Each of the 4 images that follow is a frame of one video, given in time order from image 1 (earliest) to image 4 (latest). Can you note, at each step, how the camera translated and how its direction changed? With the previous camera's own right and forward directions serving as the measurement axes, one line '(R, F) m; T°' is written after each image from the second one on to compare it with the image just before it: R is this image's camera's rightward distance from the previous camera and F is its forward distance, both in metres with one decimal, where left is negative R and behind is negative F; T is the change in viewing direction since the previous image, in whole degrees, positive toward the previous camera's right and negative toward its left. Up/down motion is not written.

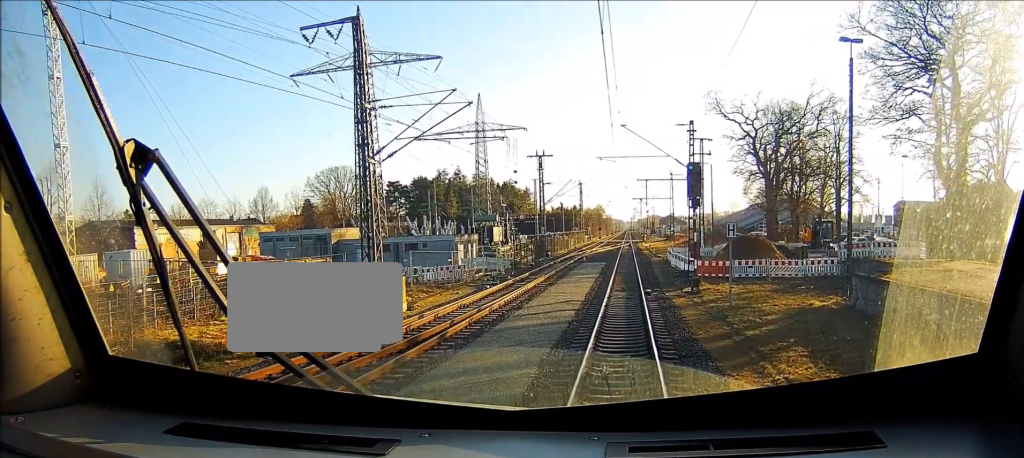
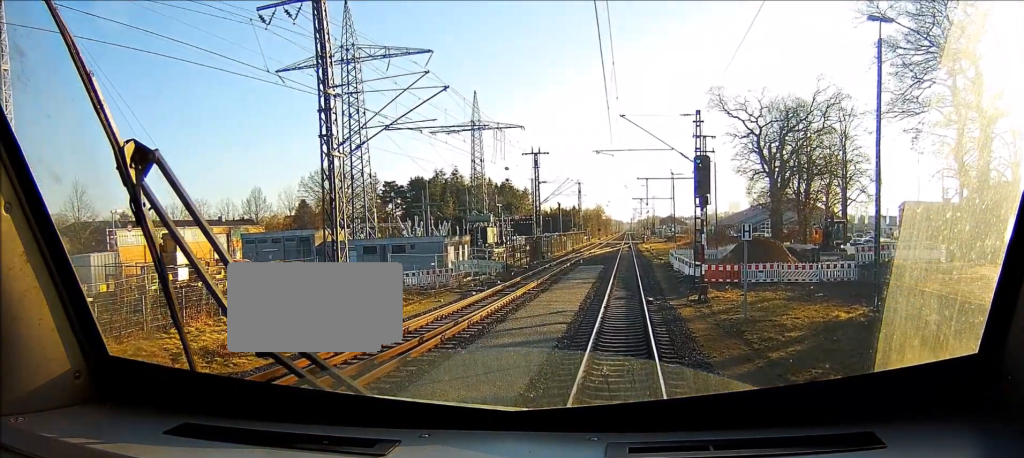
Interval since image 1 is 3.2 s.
(+0.4, +11.7) m; +2°
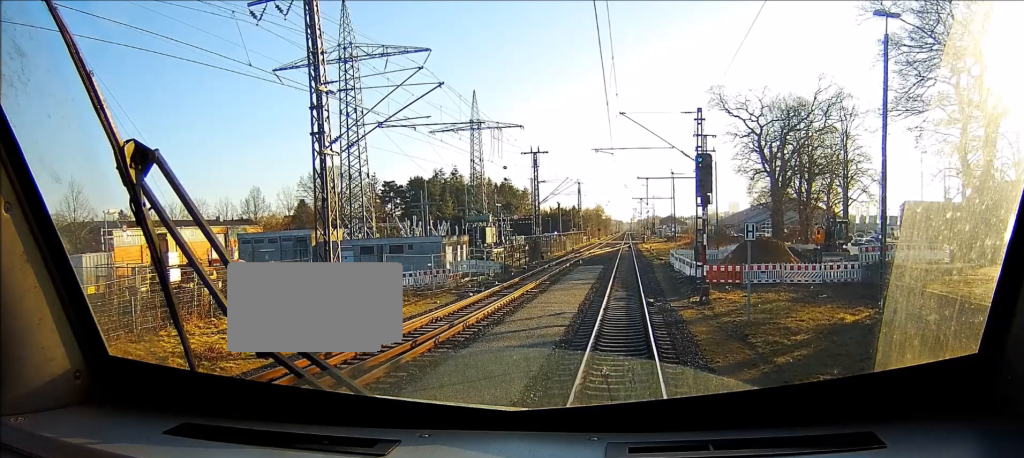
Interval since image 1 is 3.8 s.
(0.0, +1.9) m; 0°
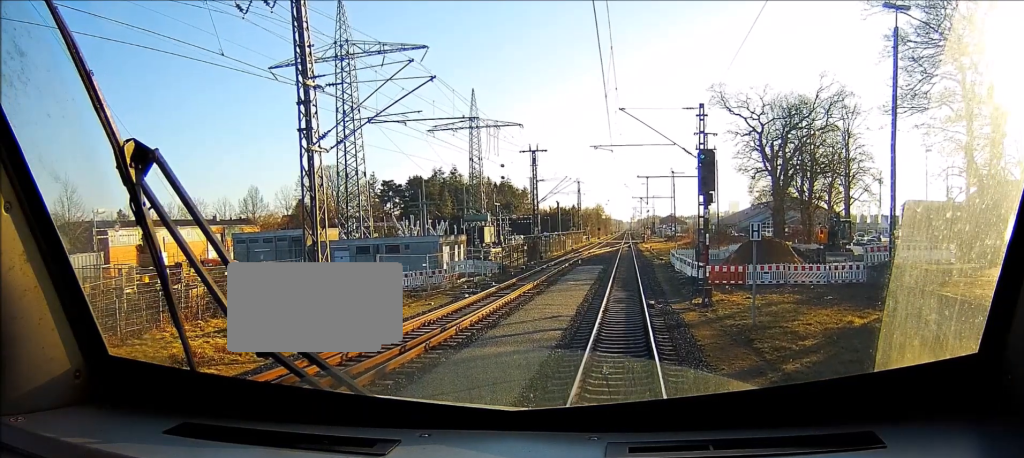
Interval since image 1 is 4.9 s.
(0.0, +3.6) m; +1°
